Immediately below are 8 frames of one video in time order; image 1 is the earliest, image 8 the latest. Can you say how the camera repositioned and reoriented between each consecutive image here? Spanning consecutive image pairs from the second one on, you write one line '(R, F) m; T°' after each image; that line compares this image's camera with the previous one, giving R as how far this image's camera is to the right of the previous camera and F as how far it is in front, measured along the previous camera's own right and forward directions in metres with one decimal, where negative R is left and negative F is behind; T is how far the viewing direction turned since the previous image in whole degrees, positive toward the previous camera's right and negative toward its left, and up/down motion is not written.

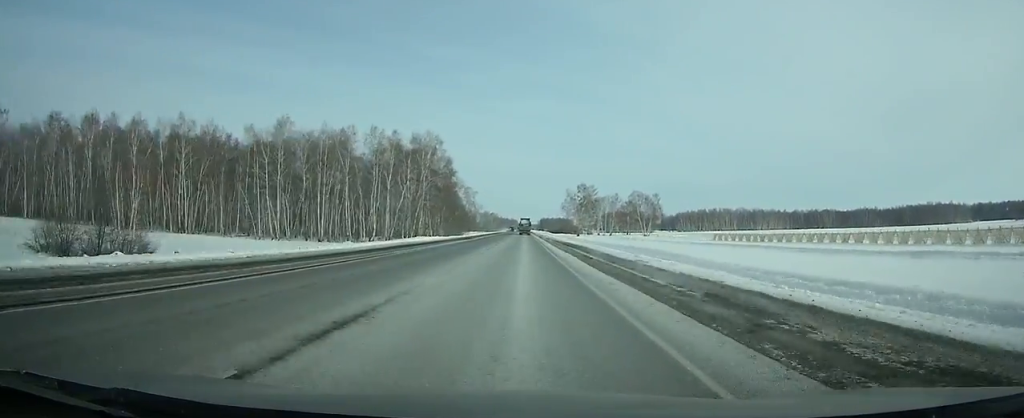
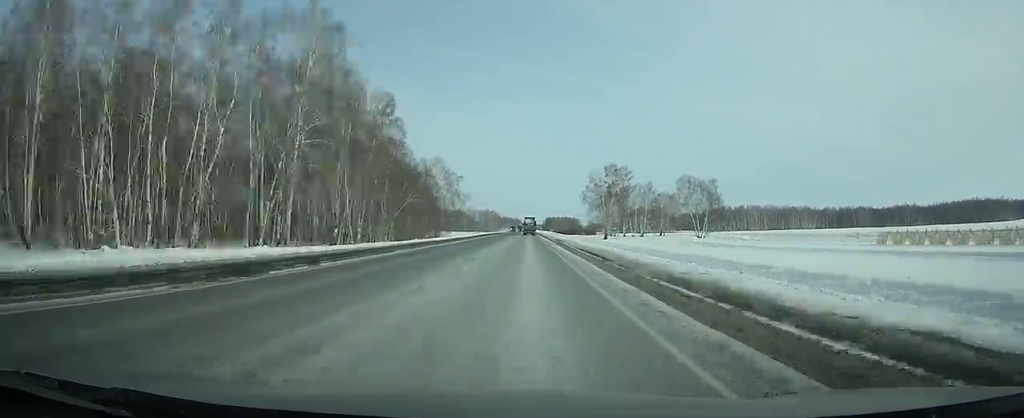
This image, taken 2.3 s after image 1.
(-0.1, +61.1) m; 0°
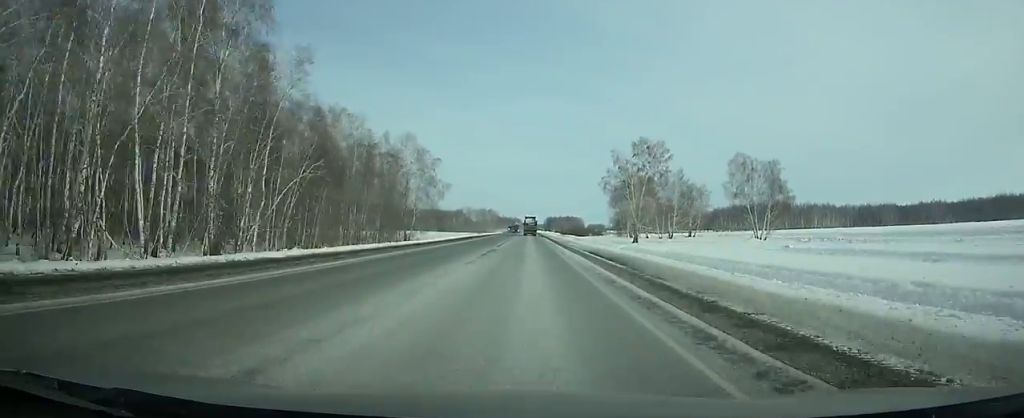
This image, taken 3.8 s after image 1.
(0.0, +39.1) m; 0°
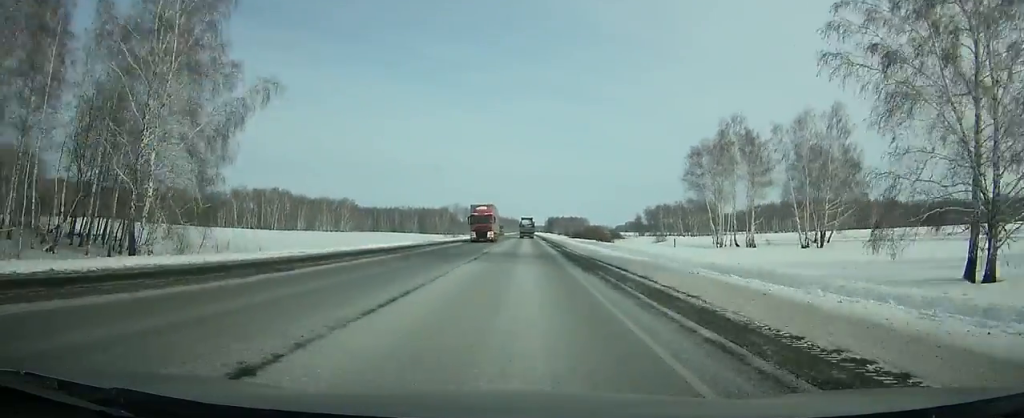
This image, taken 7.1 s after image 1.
(+0.1, +85.0) m; 0°
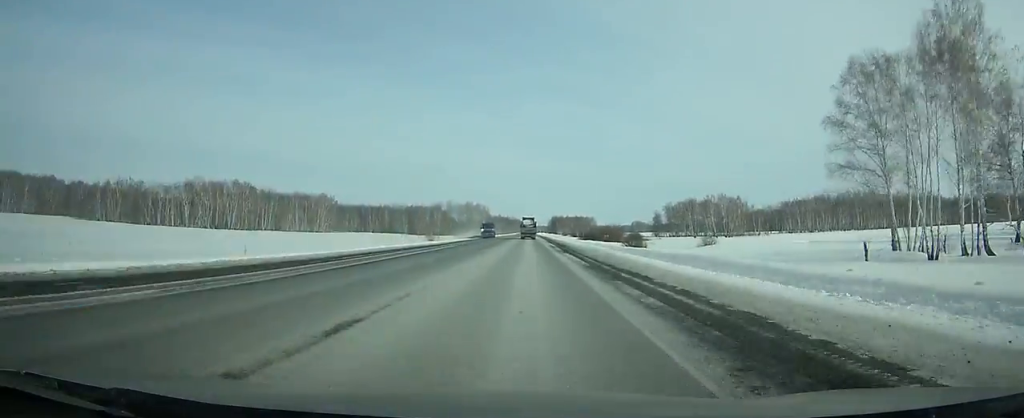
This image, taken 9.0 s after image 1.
(+0.1, +48.6) m; 0°
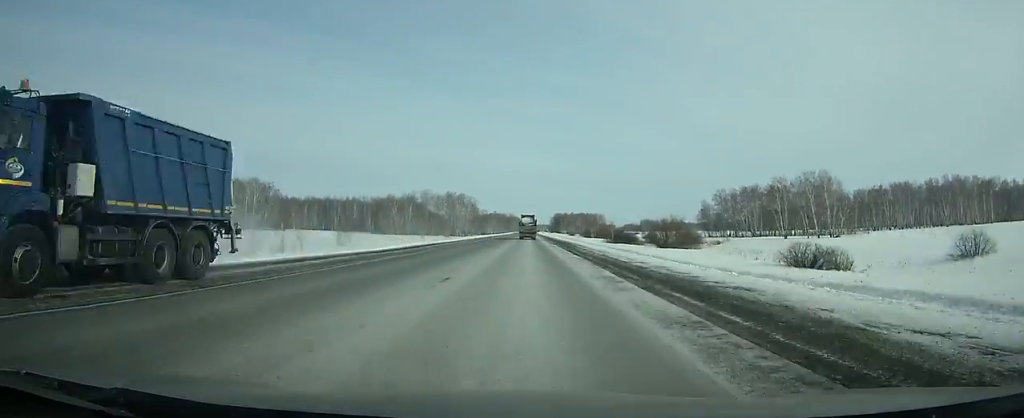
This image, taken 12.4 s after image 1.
(+0.1, +87.1) m; 0°
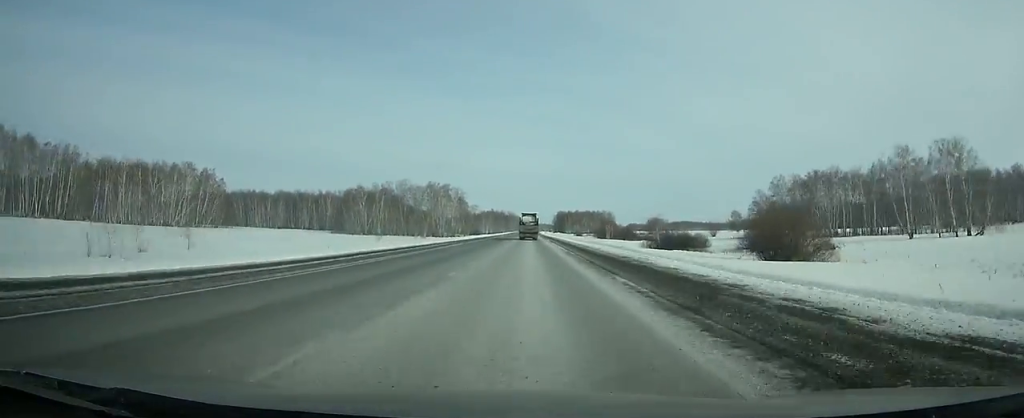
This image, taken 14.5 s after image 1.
(-0.1, +54.3) m; 0°
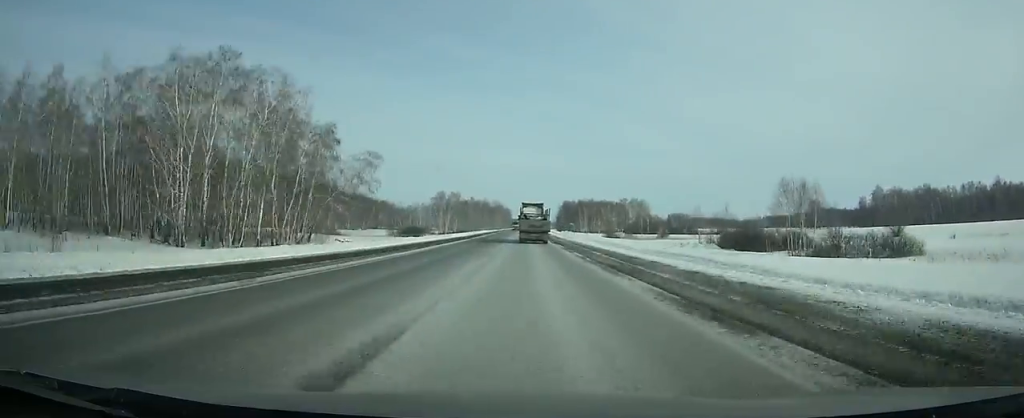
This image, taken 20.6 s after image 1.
(-0.3, +159.5) m; 0°
